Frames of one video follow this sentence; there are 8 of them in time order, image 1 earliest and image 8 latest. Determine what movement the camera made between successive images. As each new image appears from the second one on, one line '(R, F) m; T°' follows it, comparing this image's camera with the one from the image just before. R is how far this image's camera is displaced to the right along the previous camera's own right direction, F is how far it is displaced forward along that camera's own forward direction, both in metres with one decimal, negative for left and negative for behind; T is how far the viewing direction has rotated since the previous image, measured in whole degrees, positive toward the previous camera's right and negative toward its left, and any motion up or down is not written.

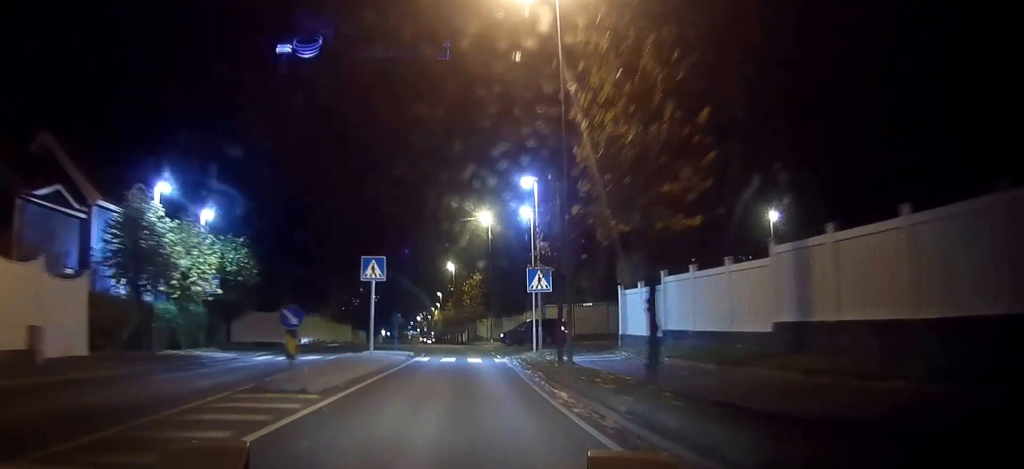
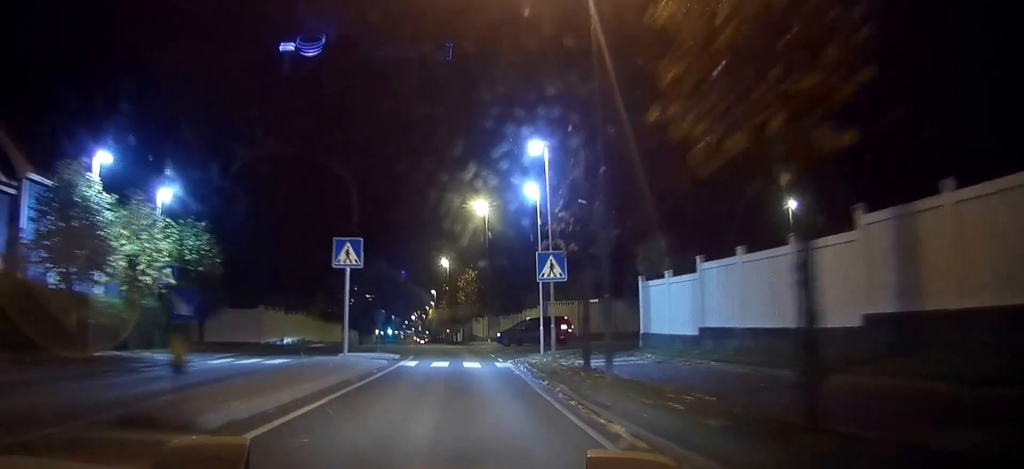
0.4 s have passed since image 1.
(0.0, +5.0) m; 0°
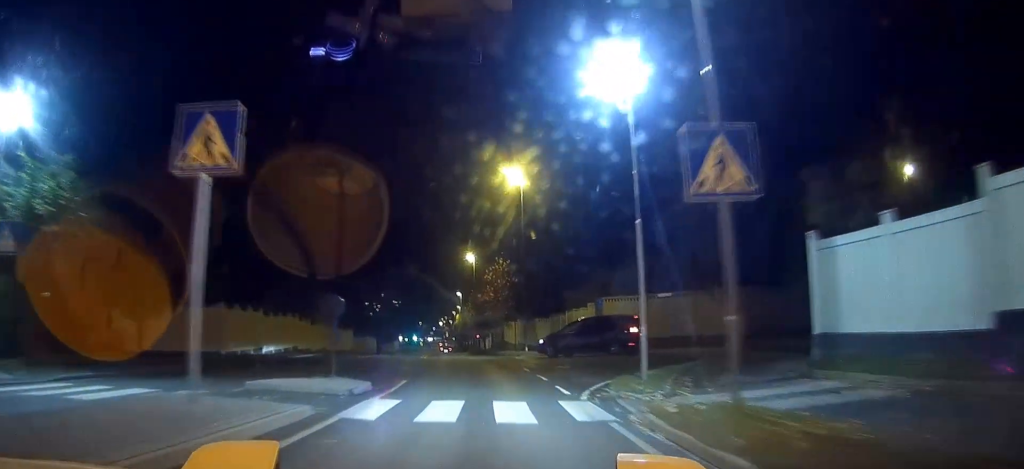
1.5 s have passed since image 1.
(0.0, +13.2) m; 0°
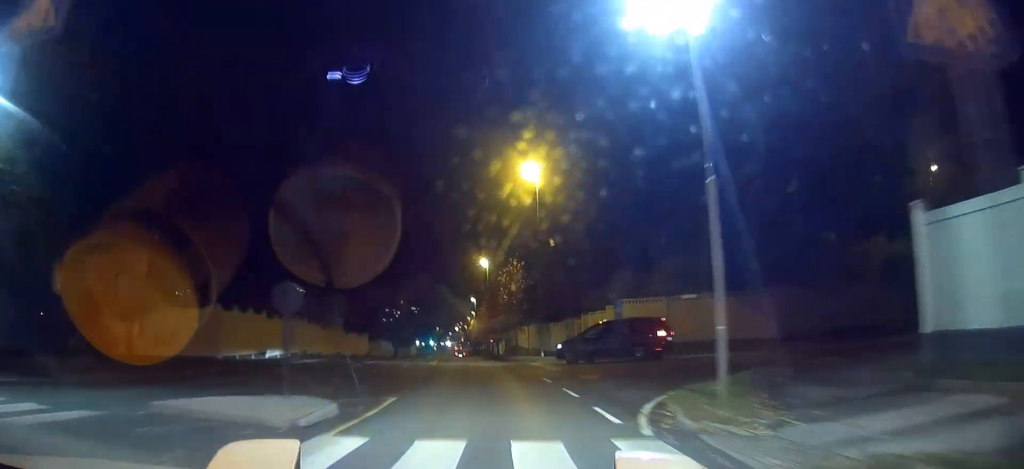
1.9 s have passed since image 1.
(0.0, +4.9) m; 0°
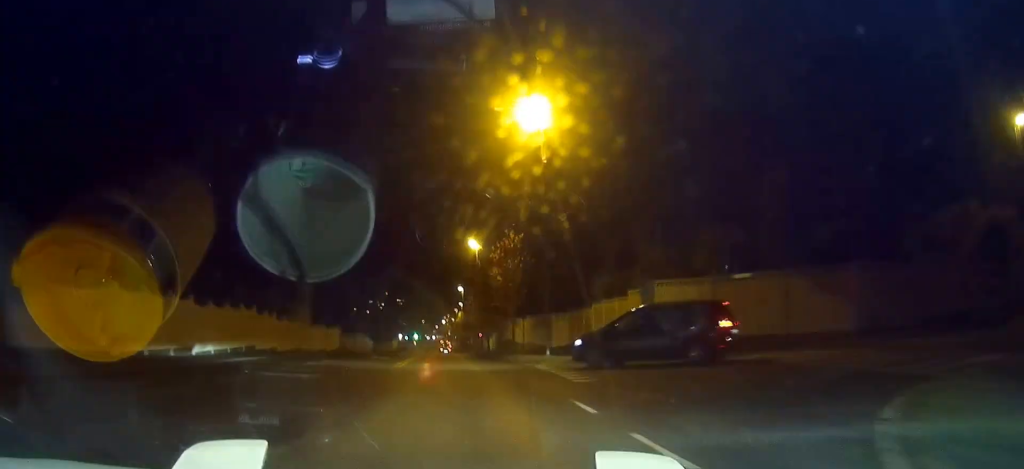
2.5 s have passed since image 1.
(-0.1, +7.7) m; 0°
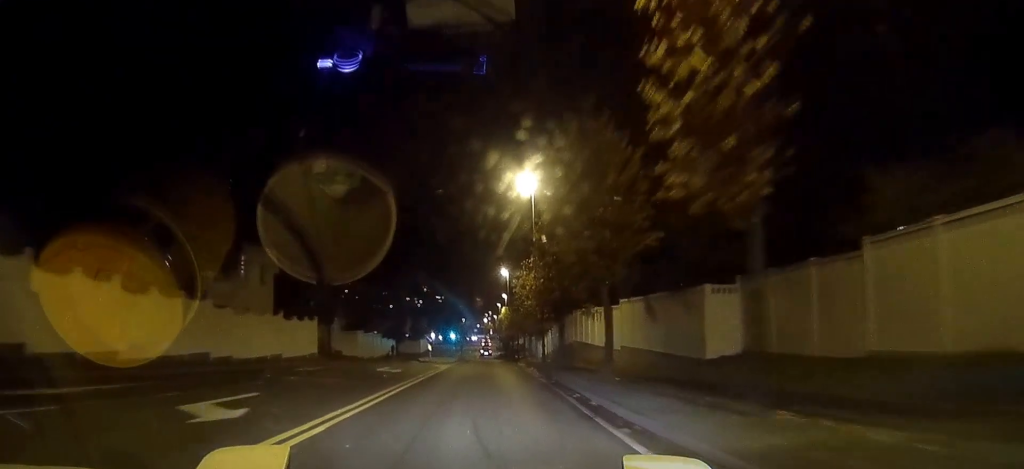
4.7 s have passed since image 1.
(-0.4, +27.0) m; -2°
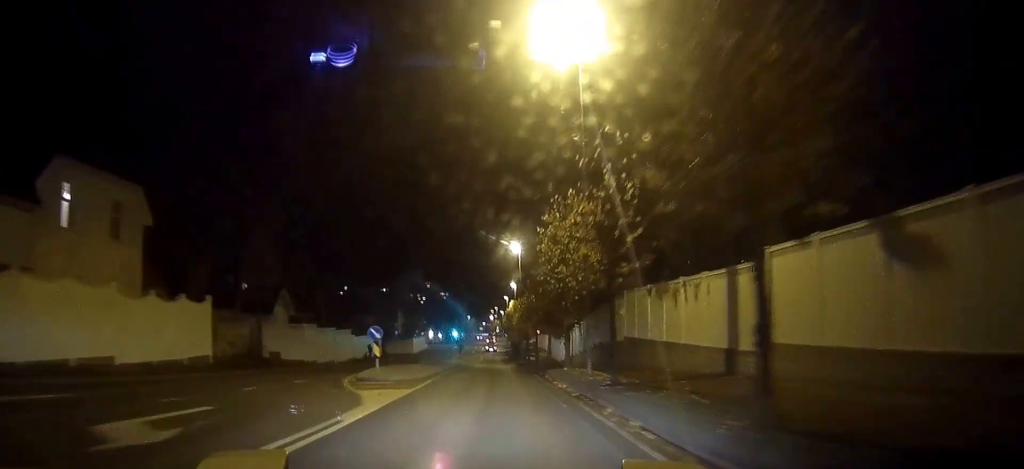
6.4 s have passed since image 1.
(0.0, +19.9) m; 0°
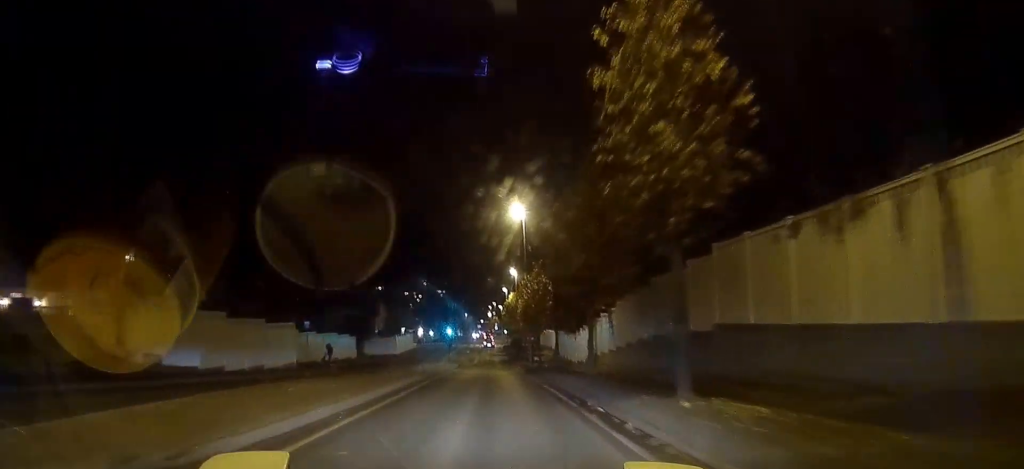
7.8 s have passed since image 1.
(-0.1, +17.1) m; +1°
